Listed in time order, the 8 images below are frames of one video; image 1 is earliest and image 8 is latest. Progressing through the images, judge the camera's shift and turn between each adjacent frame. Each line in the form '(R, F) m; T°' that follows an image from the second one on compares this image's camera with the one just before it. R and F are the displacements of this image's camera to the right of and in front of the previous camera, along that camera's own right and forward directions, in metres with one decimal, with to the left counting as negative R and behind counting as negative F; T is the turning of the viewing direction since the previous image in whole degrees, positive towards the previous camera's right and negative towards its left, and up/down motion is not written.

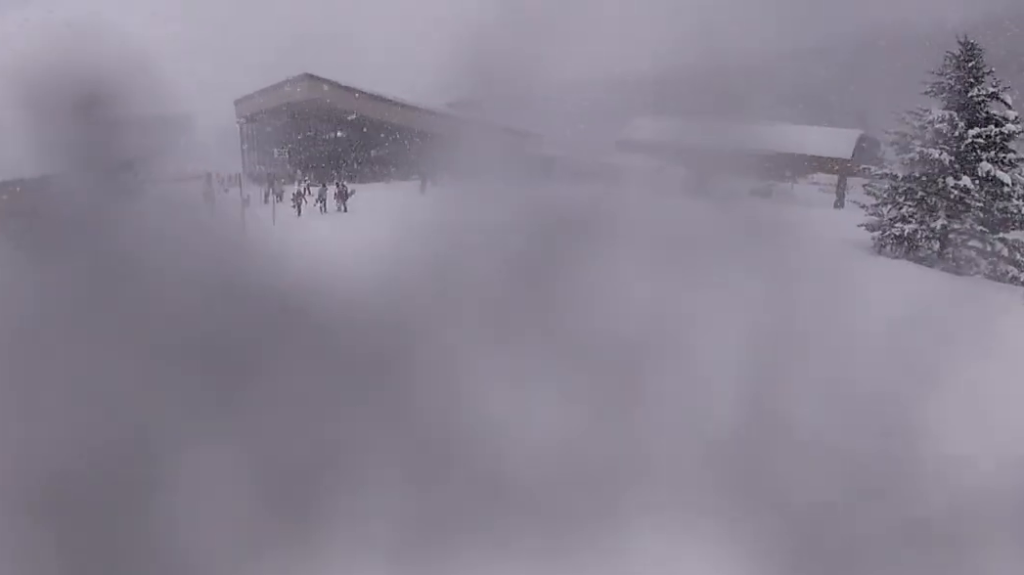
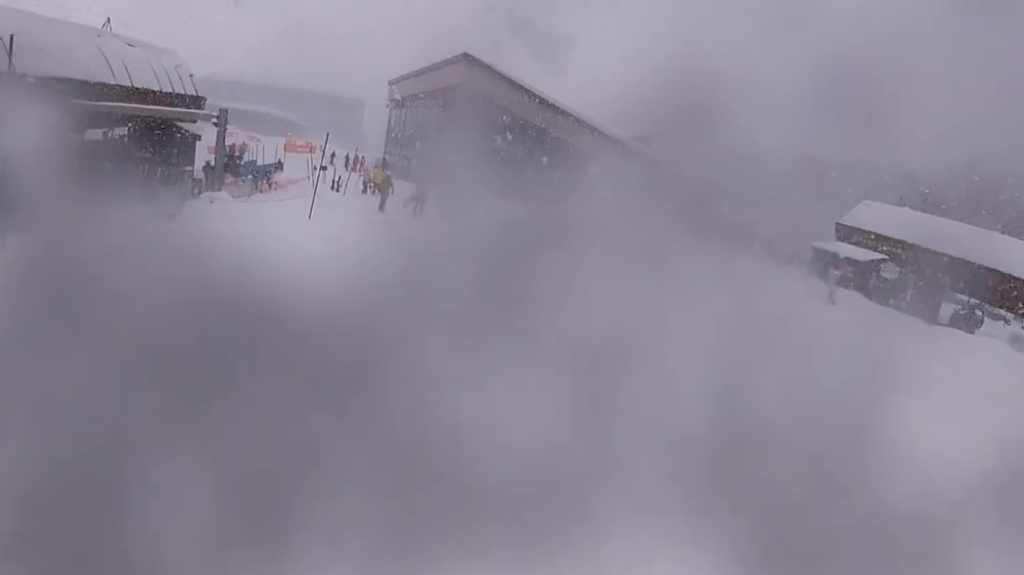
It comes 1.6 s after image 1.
(-1.9, +11.4) m; -19°
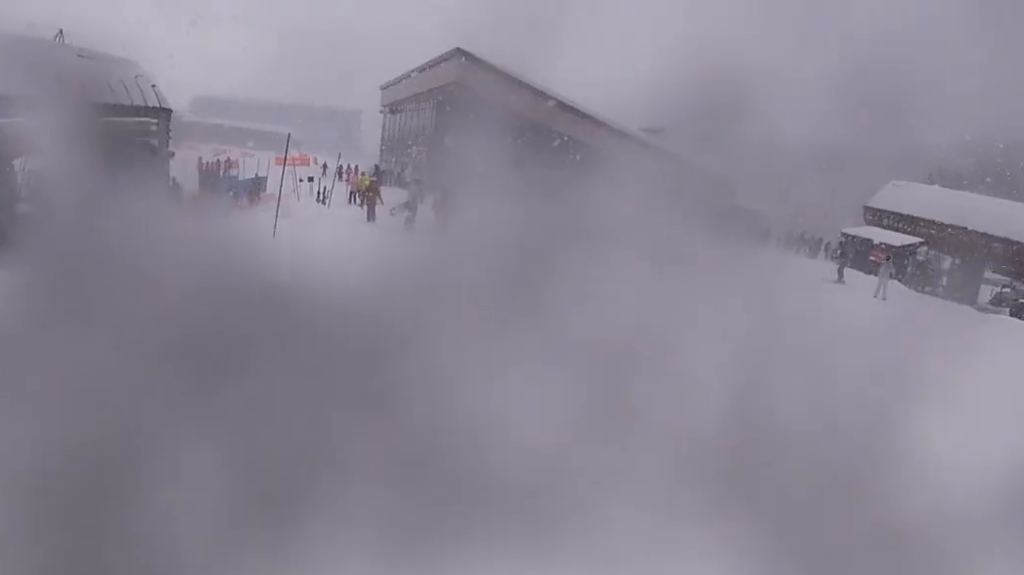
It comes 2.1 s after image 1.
(-0.1, +3.1) m; 0°
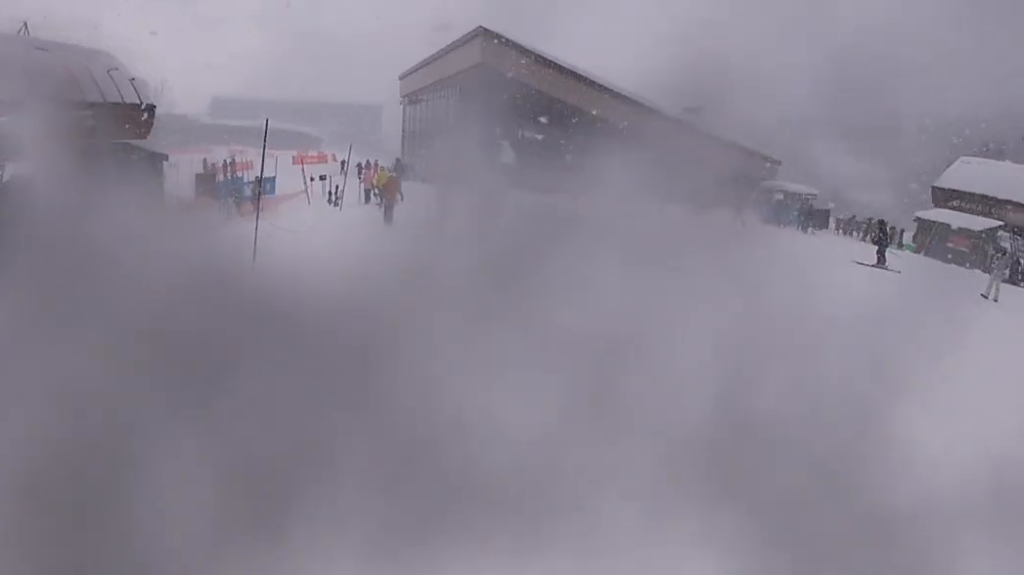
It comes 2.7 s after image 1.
(-0.2, +4.1) m; +5°
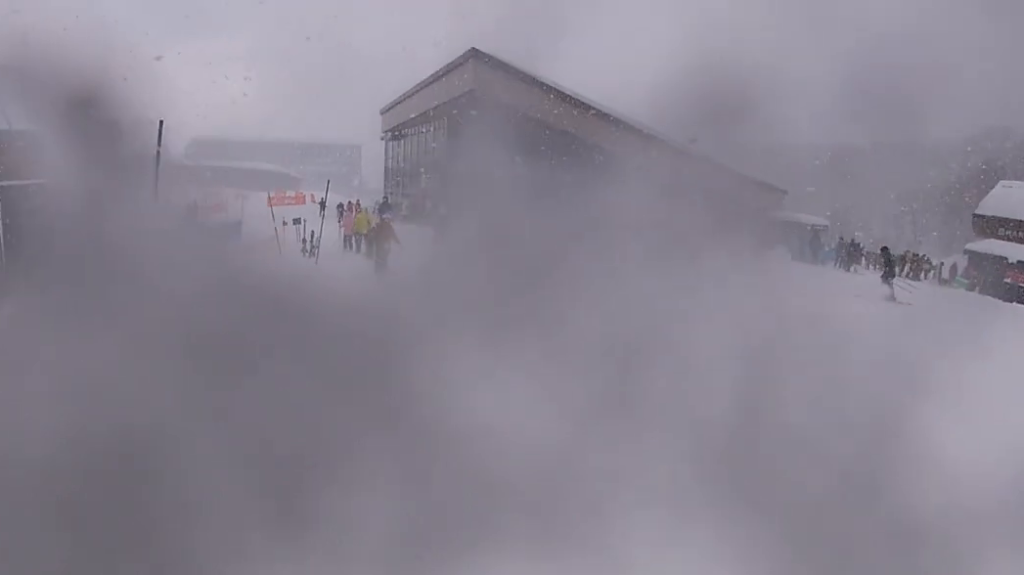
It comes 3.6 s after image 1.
(+0.7, +5.1) m; -2°
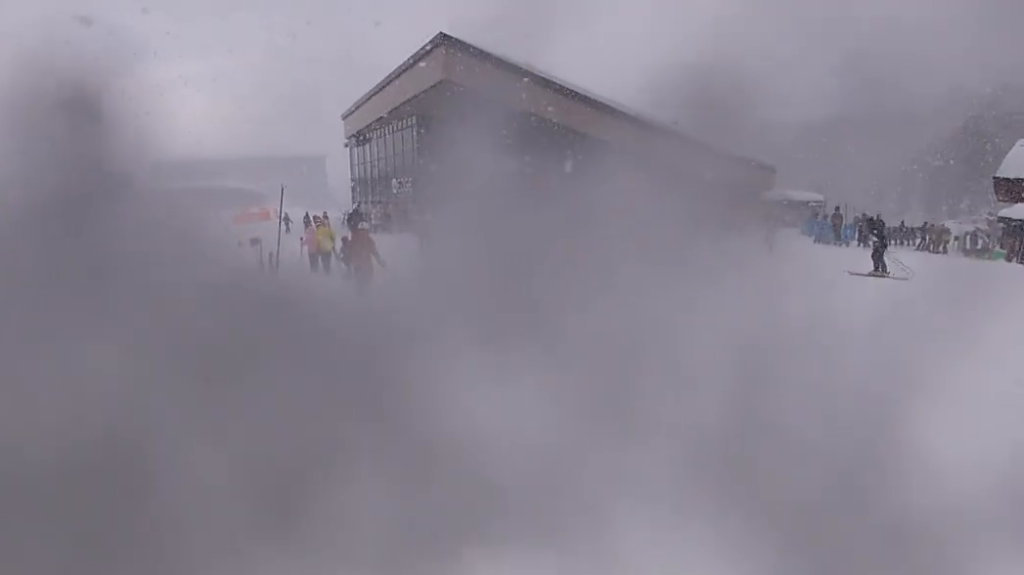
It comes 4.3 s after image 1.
(-0.4, +4.0) m; -8°
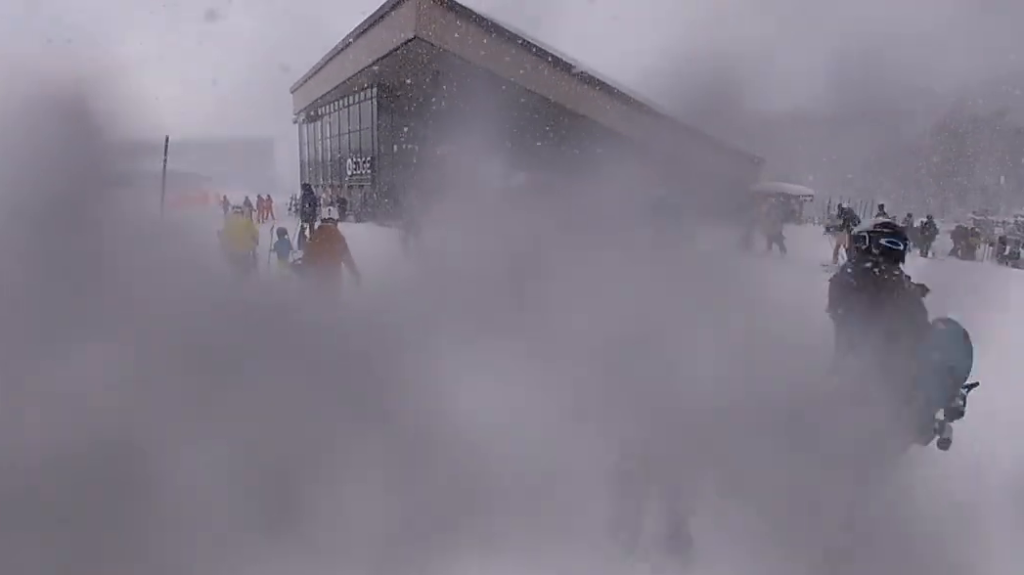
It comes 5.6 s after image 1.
(-0.7, +5.9) m; +2°
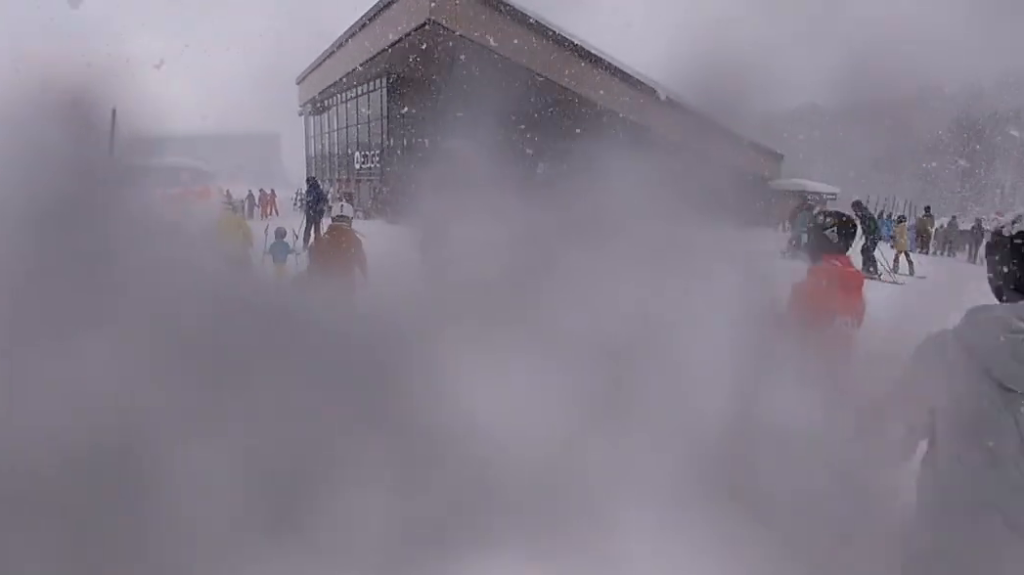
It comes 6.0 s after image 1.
(0.0, +1.8) m; +7°
